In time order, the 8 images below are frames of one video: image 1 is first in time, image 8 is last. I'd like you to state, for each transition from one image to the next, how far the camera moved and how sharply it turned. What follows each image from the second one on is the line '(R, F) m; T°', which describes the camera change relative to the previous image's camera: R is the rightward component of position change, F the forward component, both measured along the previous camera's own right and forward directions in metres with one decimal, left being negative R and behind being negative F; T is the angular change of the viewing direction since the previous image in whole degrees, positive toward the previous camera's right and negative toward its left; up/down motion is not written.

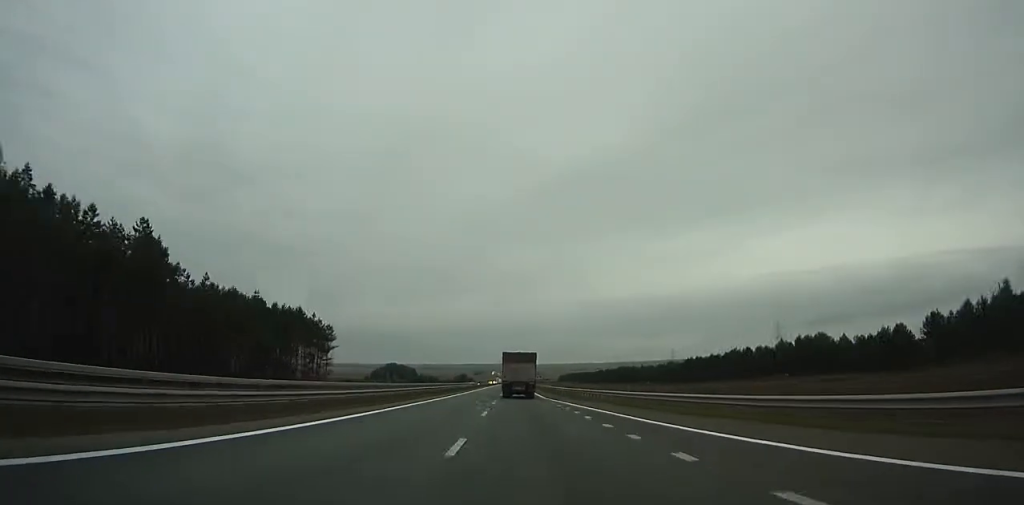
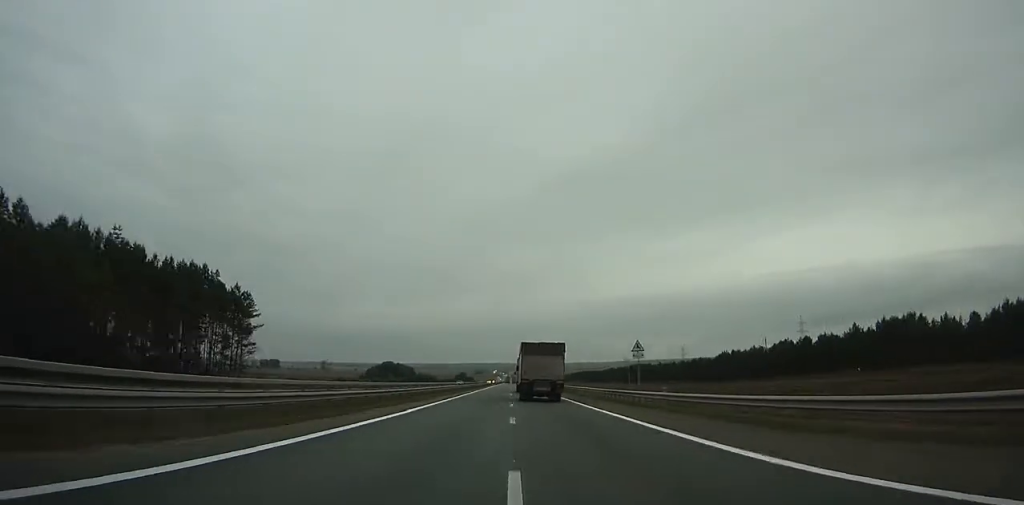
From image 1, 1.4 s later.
(-0.1, +40.6) m; 0°
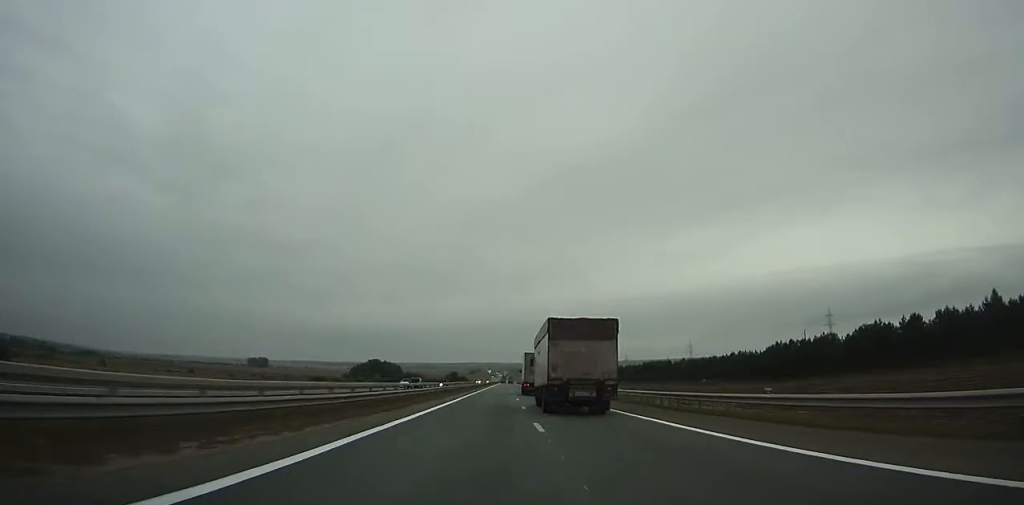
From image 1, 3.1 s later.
(+0.1, +49.8) m; 0°
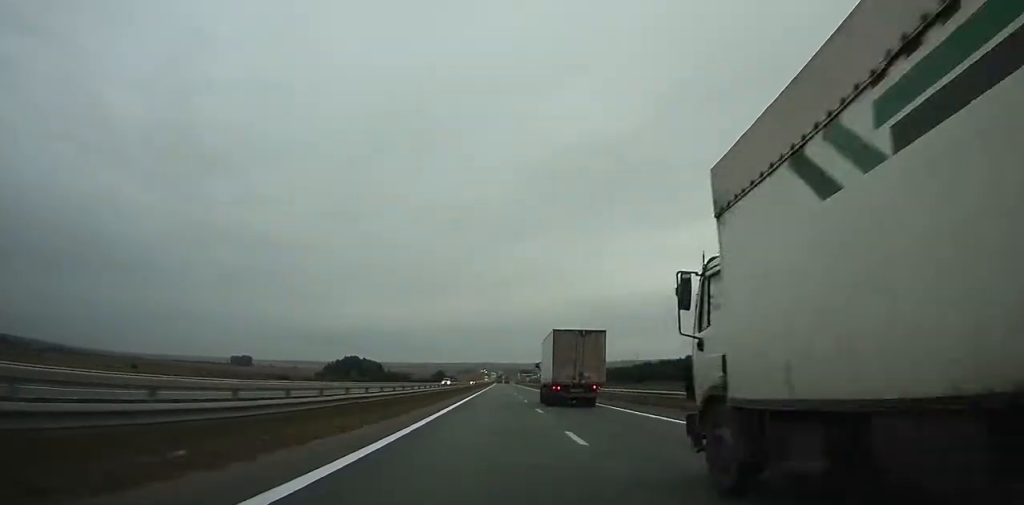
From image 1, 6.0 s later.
(+0.4, +86.3) m; +1°
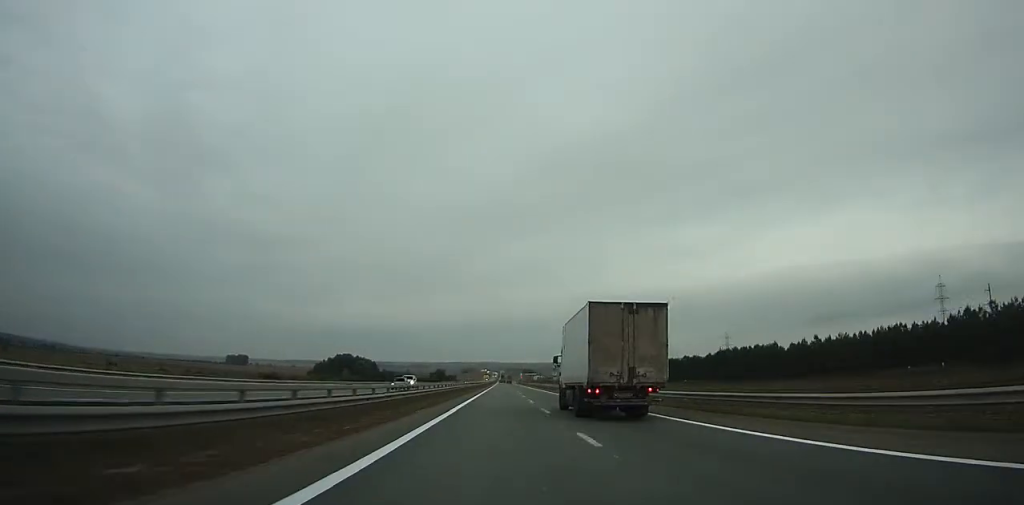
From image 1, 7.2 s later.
(0.0, +36.0) m; 0°
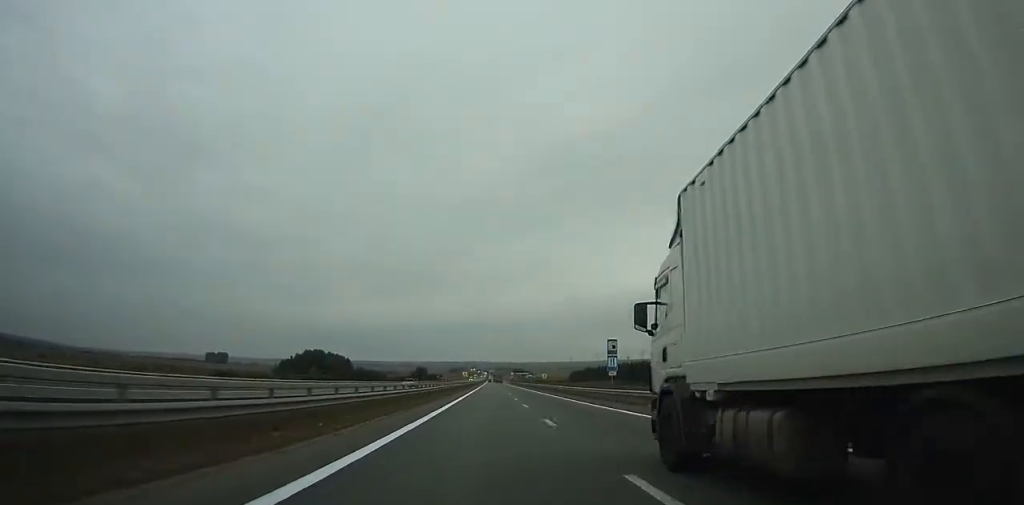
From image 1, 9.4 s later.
(+0.4, +66.1) m; +1°
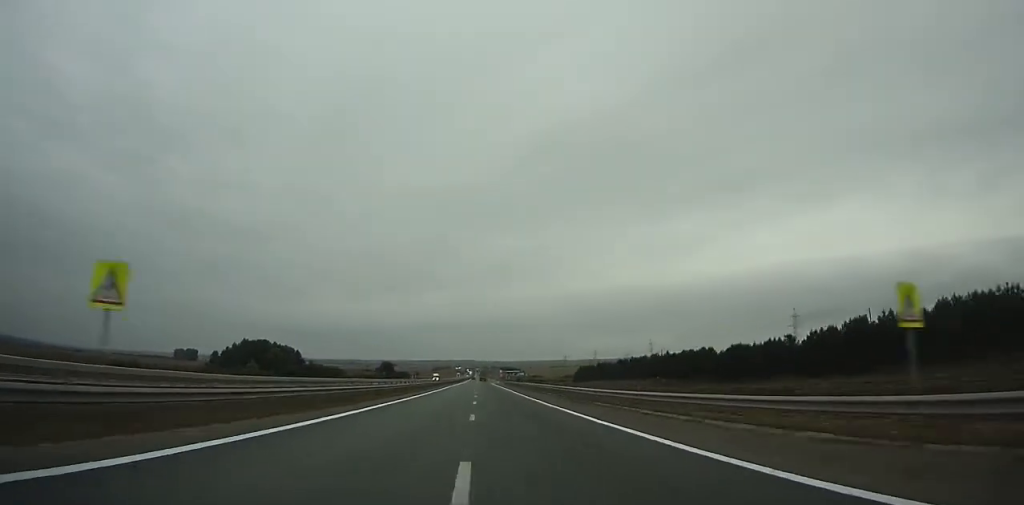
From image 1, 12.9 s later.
(+1.3, +104.4) m; +1°
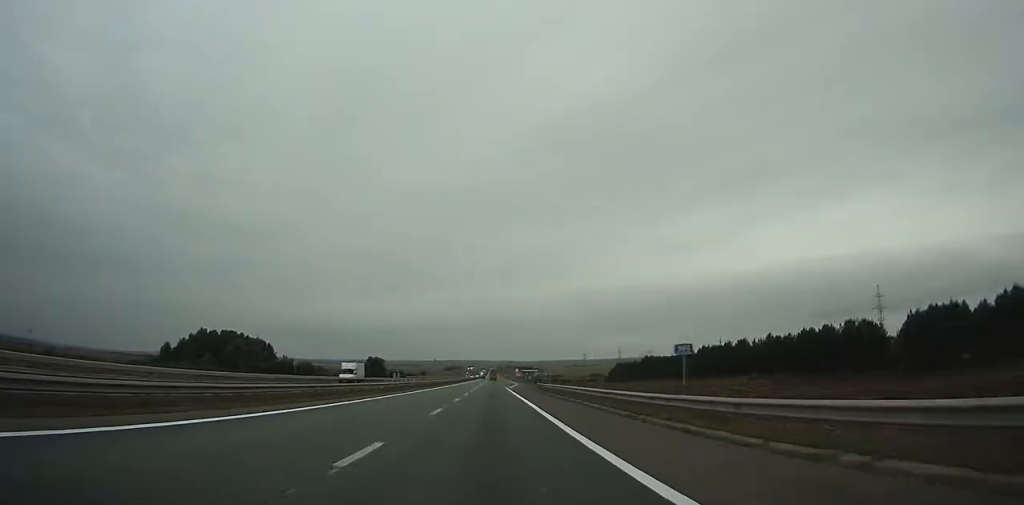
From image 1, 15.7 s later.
(0.0, +81.4) m; 0°
